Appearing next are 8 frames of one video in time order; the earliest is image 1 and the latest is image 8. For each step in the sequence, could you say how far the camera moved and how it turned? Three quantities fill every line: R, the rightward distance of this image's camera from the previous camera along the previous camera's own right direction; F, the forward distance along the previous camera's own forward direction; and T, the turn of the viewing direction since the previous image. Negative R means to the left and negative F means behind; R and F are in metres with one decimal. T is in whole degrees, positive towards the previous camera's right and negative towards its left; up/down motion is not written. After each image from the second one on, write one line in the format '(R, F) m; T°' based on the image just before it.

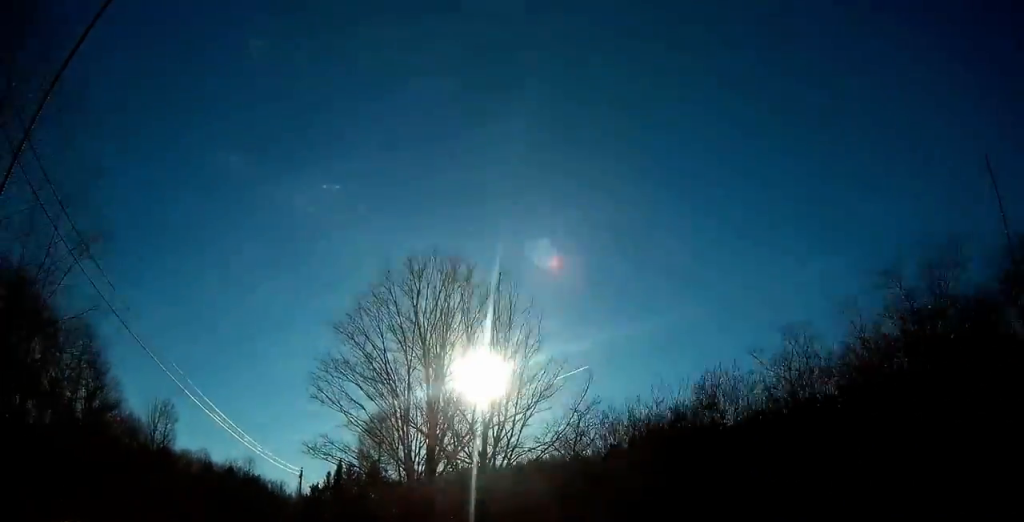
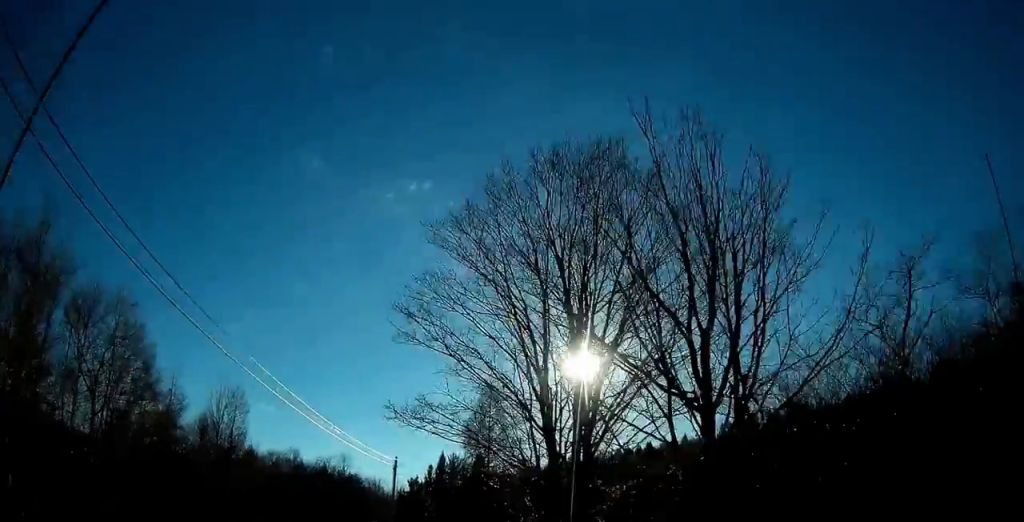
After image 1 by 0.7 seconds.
(-1.3, +8.6) m; -11°
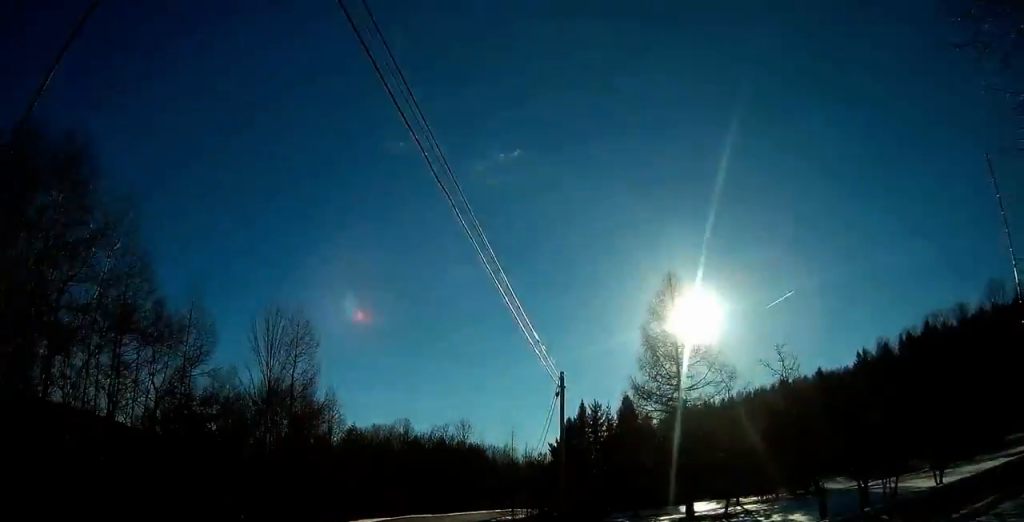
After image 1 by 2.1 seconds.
(-2.3, +18.9) m; -12°
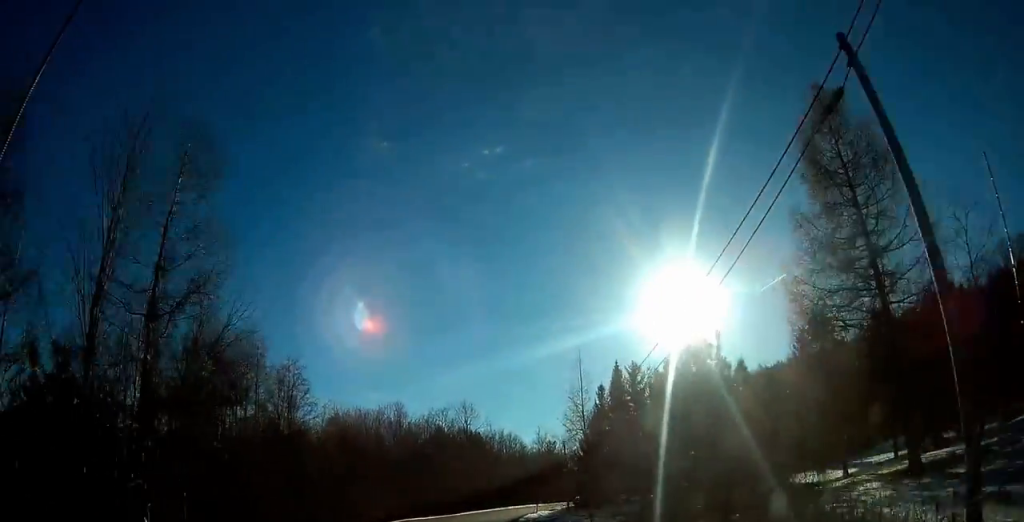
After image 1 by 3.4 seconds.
(-1.5, +19.5) m; -4°
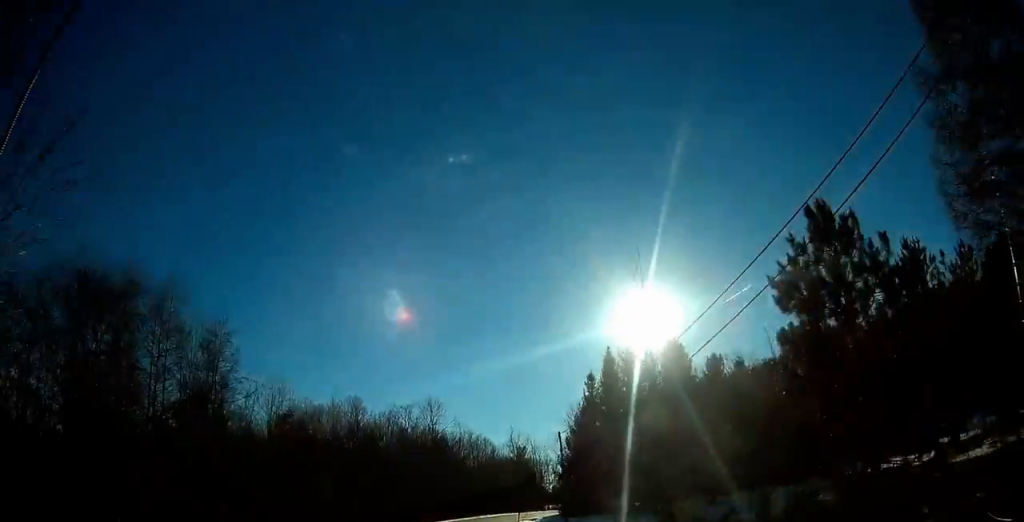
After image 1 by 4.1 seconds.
(+0.1, +11.0) m; +2°
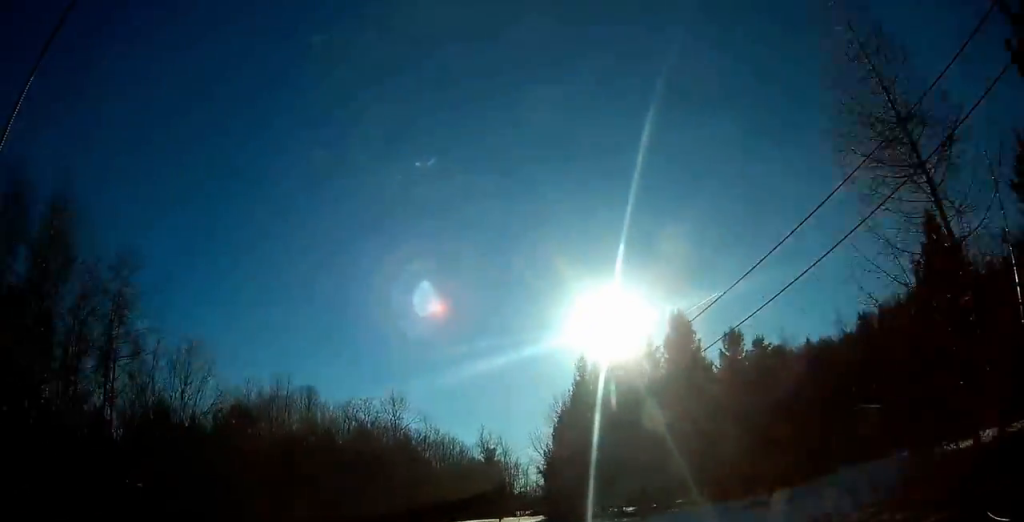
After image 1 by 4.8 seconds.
(+0.1, +10.4) m; +2°
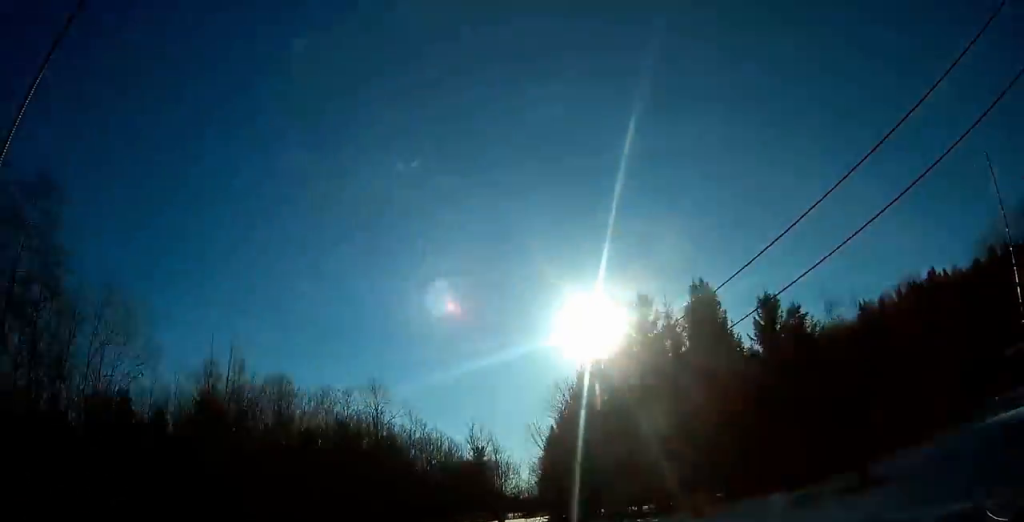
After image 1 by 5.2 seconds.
(+0.2, +8.1) m; +3°
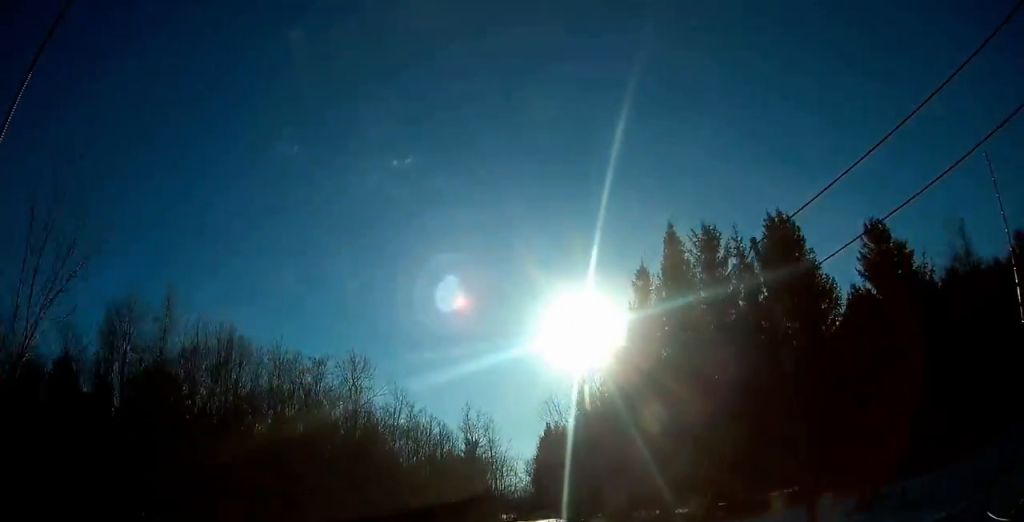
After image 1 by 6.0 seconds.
(+0.3, +13.3) m; +4°
